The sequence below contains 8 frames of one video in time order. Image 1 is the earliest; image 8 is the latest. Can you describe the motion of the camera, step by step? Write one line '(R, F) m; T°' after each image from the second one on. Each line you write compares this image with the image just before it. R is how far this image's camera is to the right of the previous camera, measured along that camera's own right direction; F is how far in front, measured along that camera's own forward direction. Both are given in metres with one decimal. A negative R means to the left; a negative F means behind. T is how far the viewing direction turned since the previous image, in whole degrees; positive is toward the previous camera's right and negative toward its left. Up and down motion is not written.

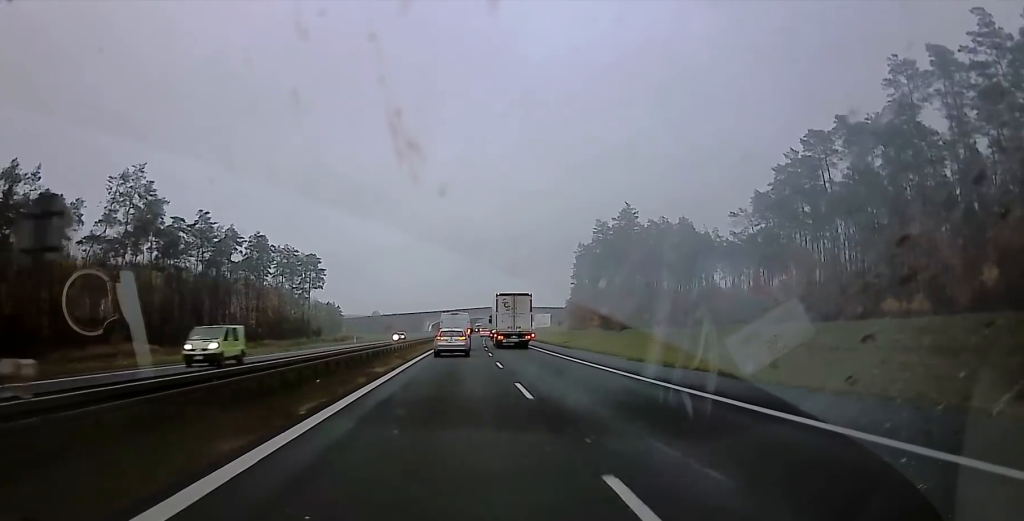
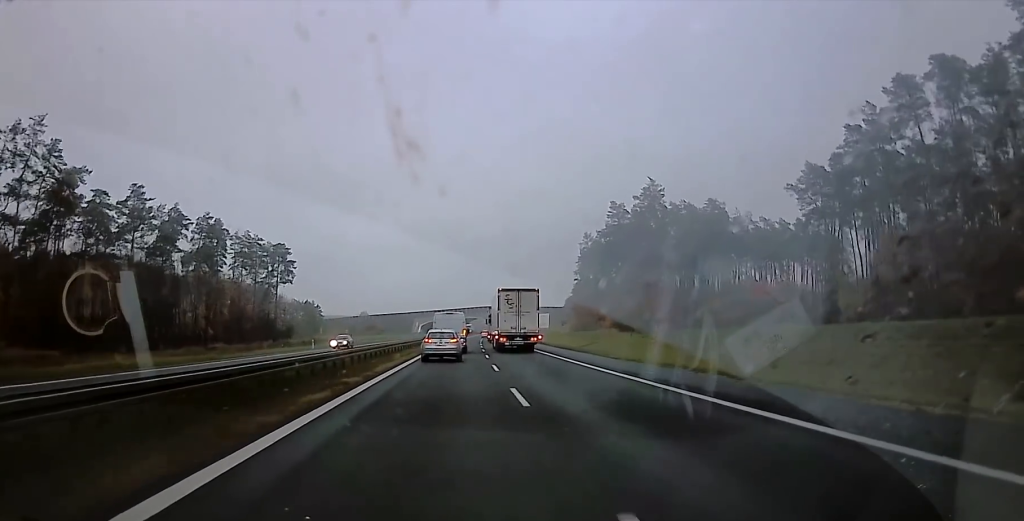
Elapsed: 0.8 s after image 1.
(+0.2, +26.2) m; +1°
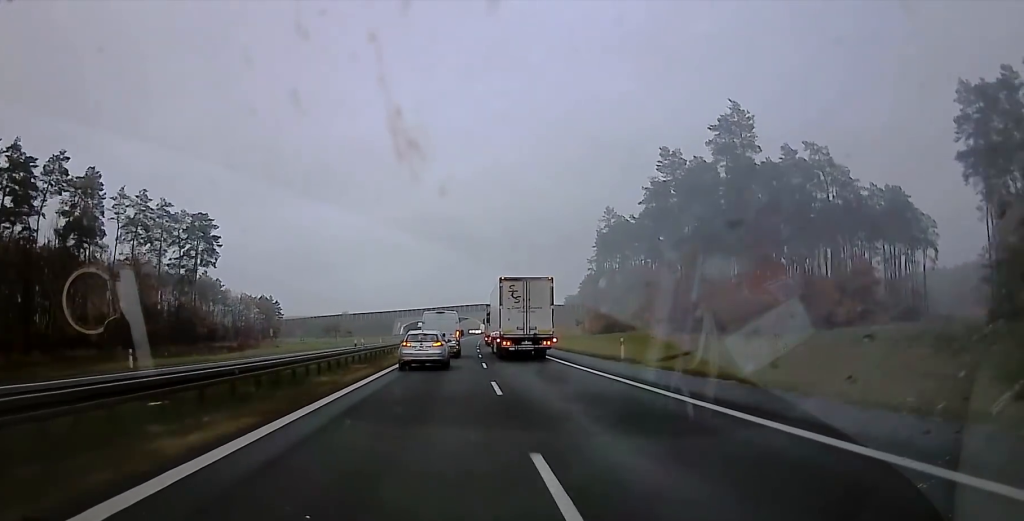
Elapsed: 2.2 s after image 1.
(+1.0, +47.3) m; 0°
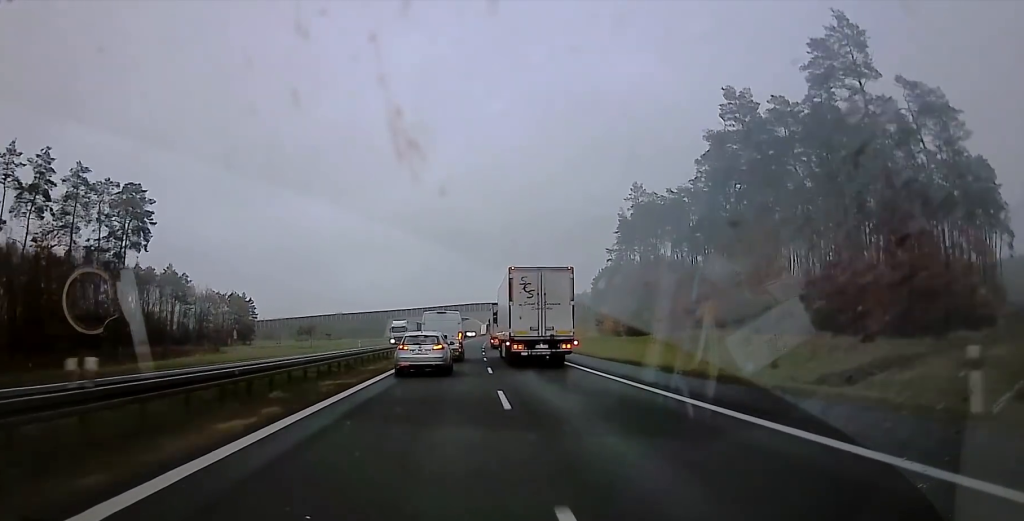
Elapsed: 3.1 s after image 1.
(-0.4, +27.7) m; 0°
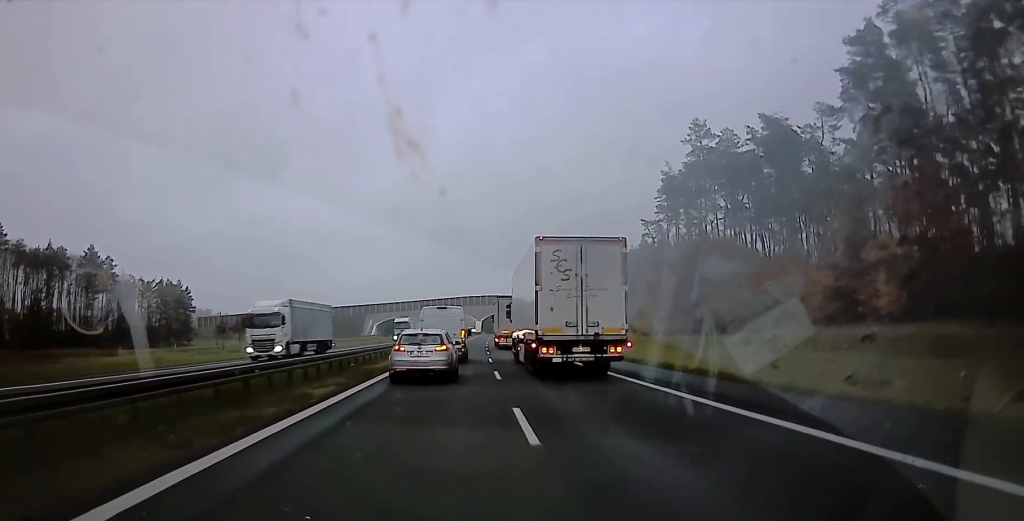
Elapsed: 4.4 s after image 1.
(+0.5, +41.6) m; +2°
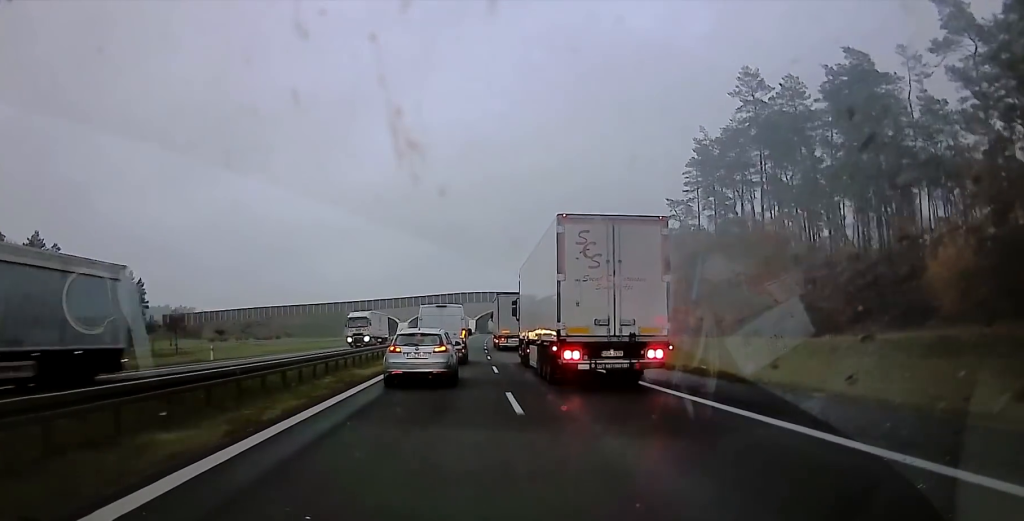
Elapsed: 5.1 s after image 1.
(+0.4, +21.0) m; +1°
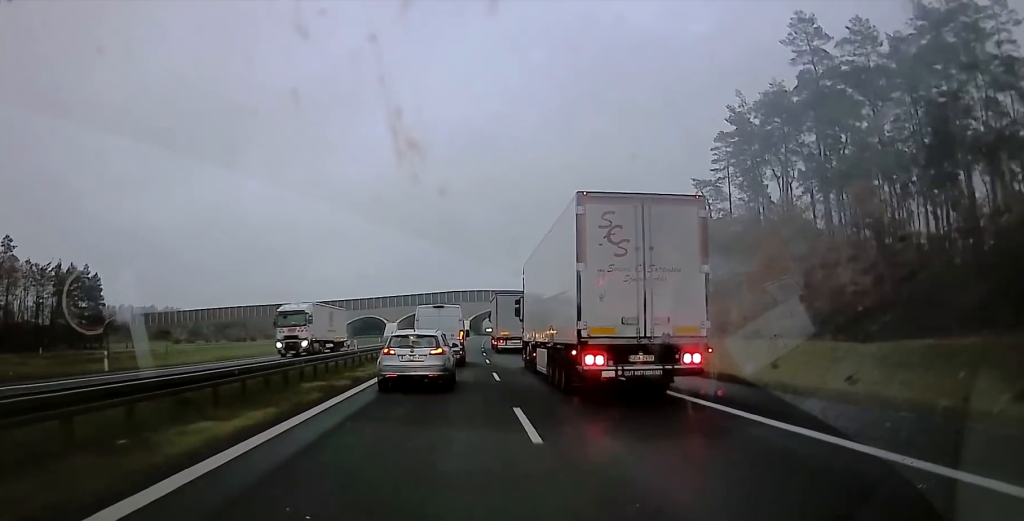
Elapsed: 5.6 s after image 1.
(+0.1, +15.8) m; 0°
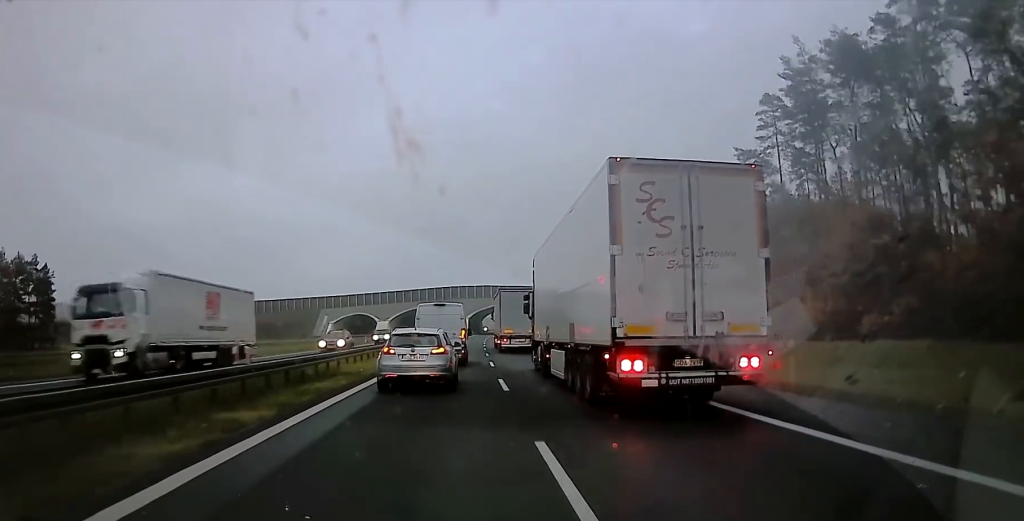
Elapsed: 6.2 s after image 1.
(+0.1, +16.5) m; -1°
